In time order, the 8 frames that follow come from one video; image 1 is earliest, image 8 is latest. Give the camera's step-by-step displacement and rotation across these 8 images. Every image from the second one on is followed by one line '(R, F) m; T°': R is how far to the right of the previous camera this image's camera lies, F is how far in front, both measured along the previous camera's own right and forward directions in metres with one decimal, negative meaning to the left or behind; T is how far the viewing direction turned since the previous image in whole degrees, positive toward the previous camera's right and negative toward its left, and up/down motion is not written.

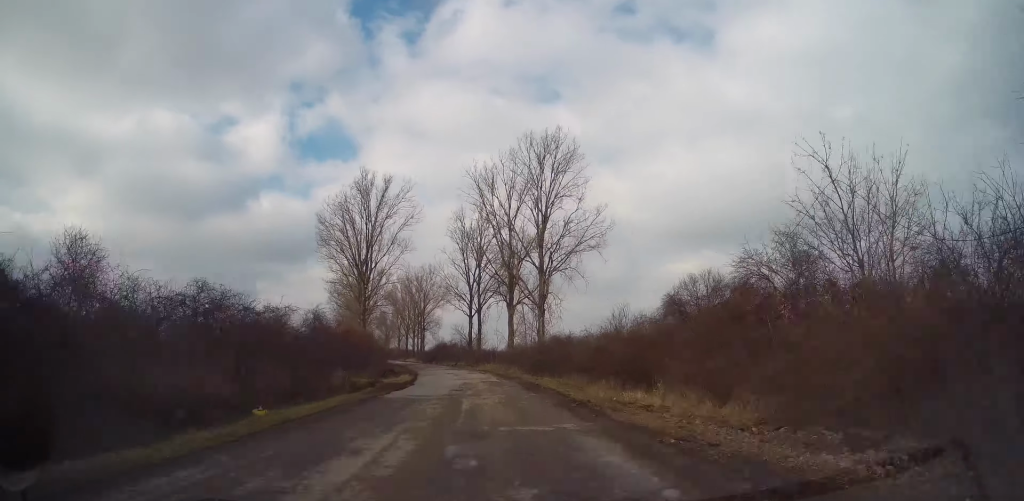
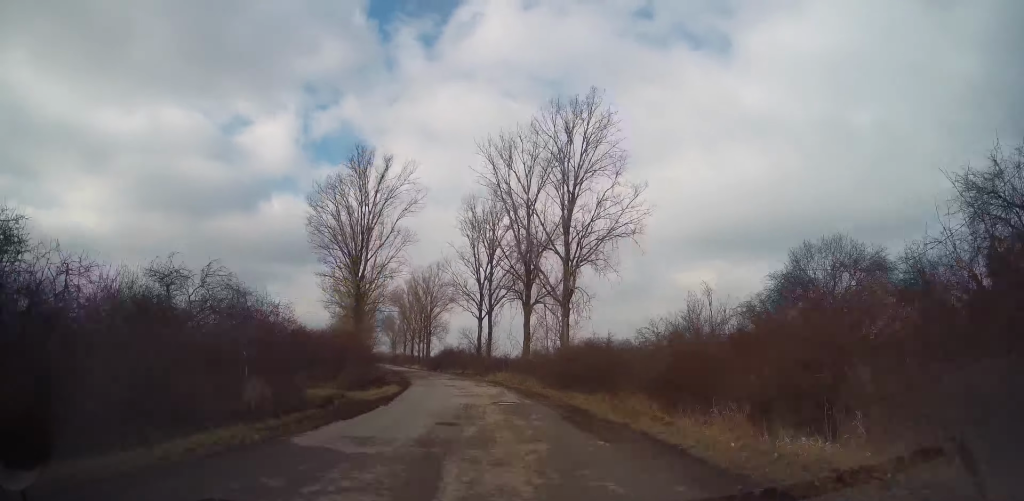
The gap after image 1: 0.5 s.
(-0.2, +8.9) m; -2°
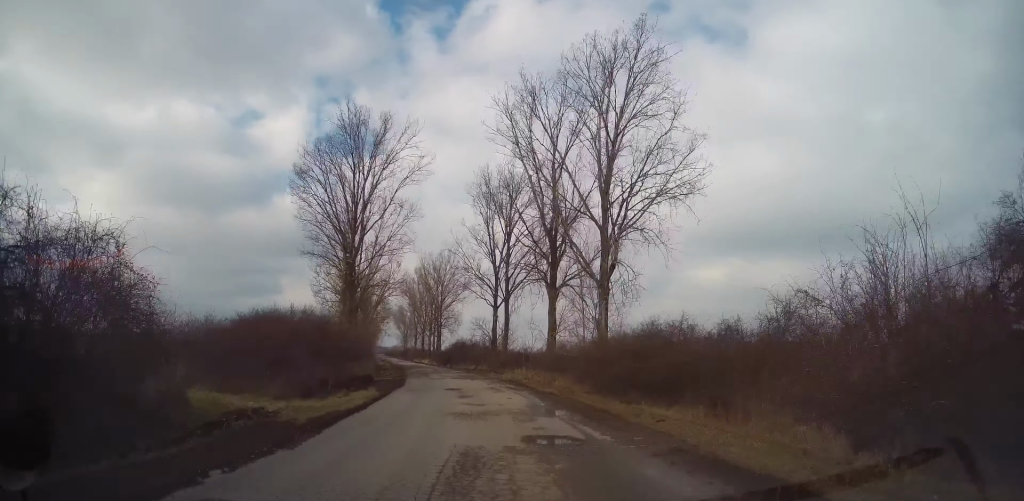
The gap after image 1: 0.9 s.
(-0.1, +8.9) m; -2°
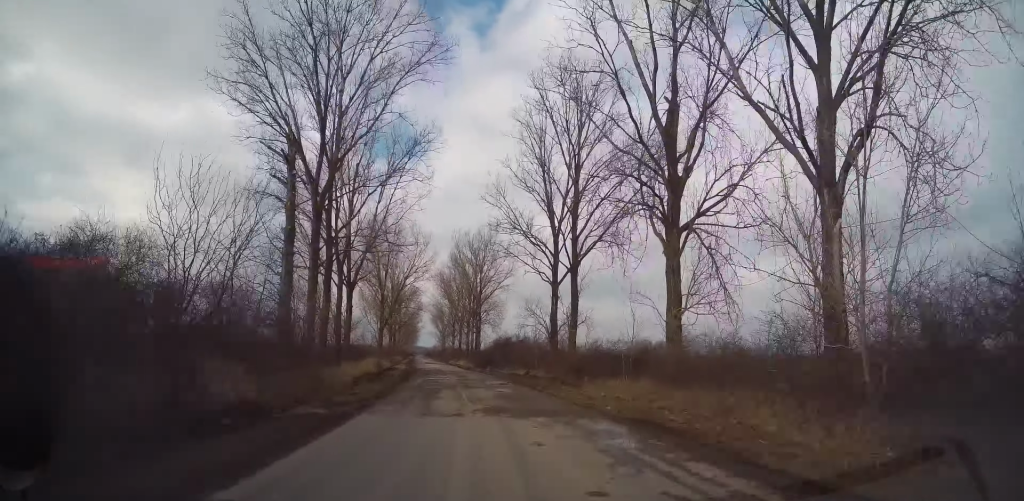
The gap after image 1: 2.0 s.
(-0.7, +20.0) m; -3°
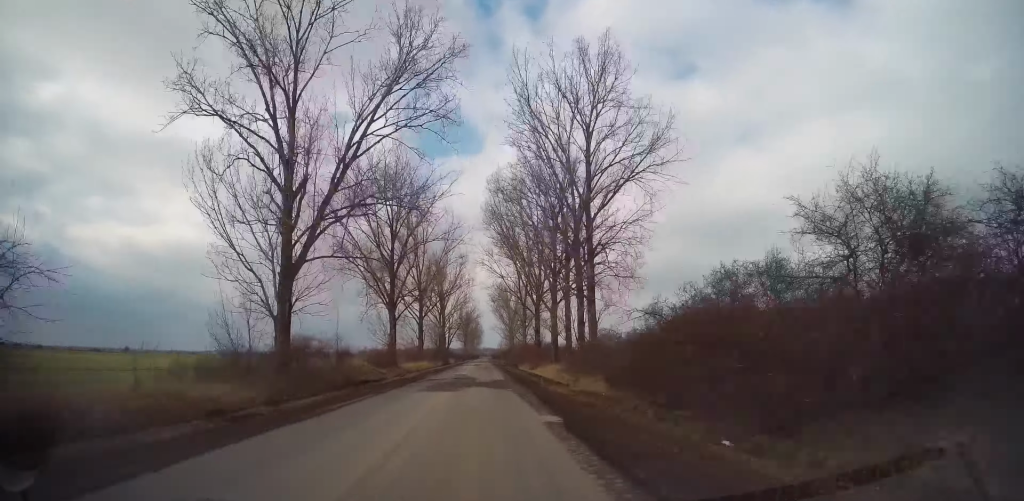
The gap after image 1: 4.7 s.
(-4.0, +54.8) m; -8°
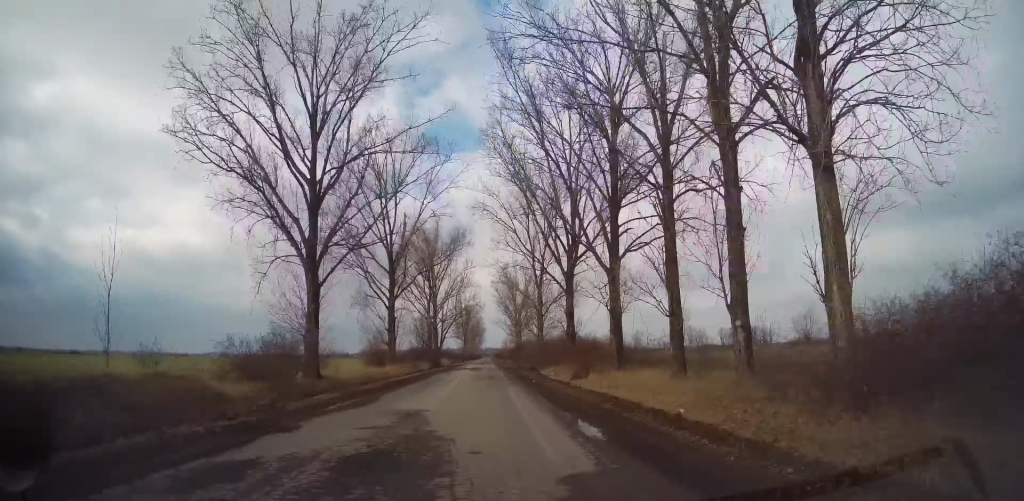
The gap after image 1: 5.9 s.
(+0.3, +24.5) m; +1°
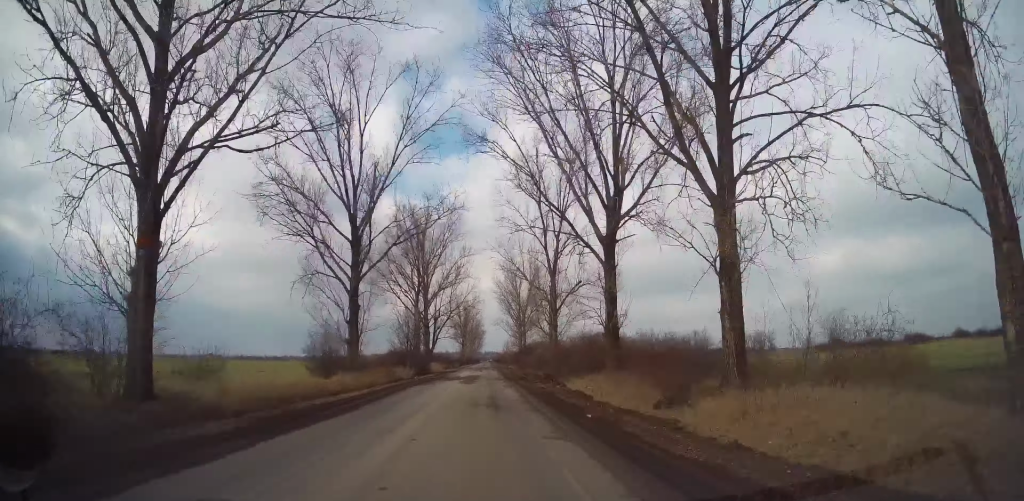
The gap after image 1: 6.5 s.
(0.0, +14.1) m; -1°
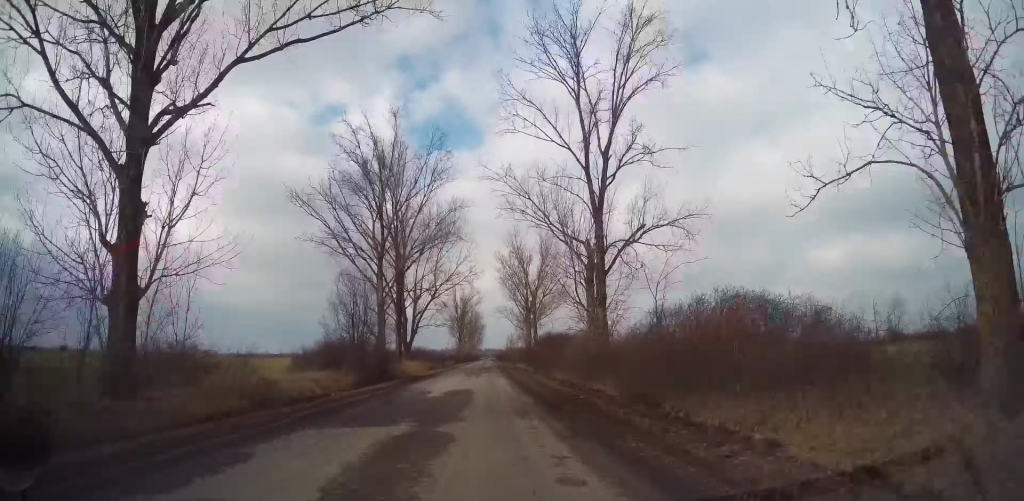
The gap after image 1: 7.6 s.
(-0.6, +23.3) m; 0°
